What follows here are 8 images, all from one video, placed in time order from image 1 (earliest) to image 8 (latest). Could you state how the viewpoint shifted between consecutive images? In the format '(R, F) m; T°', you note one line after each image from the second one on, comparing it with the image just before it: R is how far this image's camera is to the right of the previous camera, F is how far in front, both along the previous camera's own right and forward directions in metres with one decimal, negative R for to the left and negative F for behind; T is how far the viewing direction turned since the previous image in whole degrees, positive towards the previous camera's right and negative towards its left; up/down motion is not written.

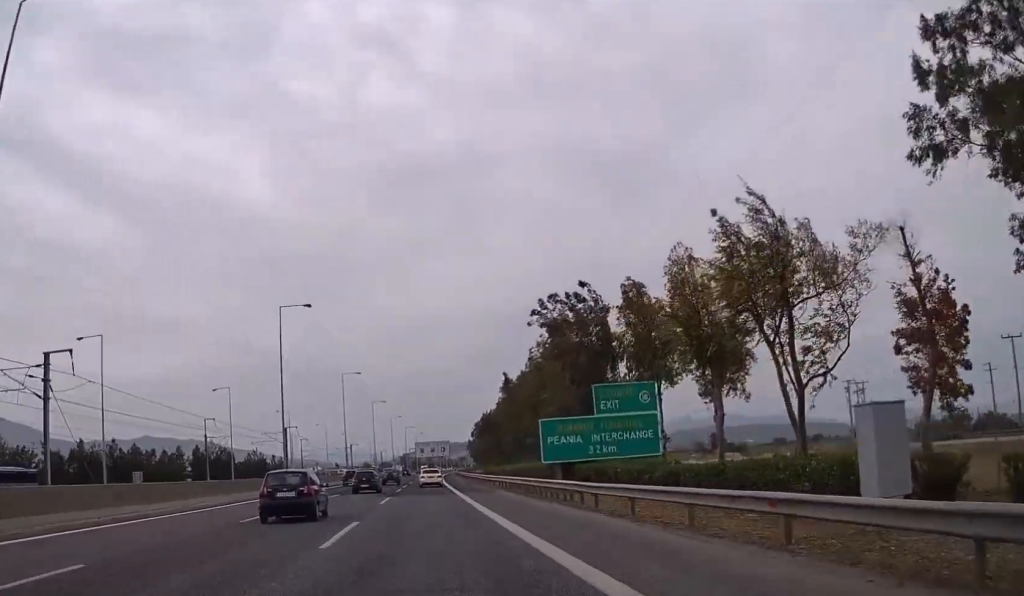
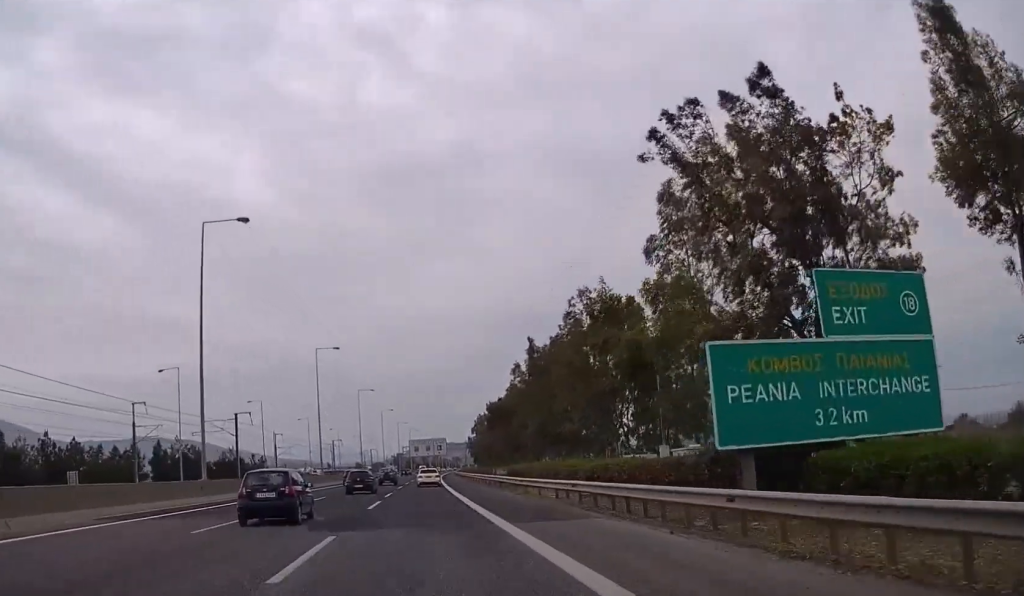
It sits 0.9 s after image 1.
(+0.1, +22.5) m; 0°
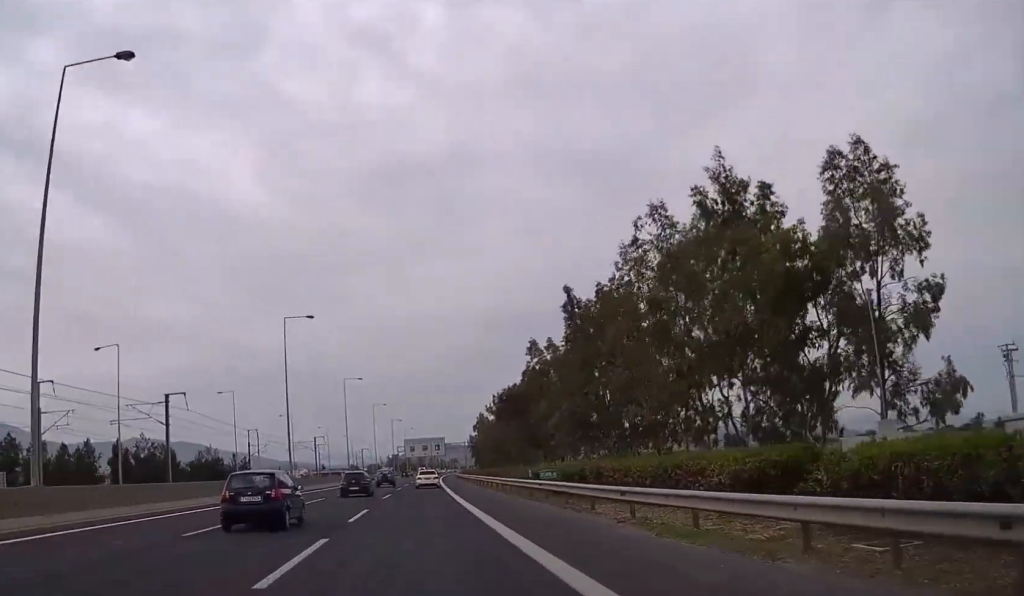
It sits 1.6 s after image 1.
(0.0, +18.3) m; 0°
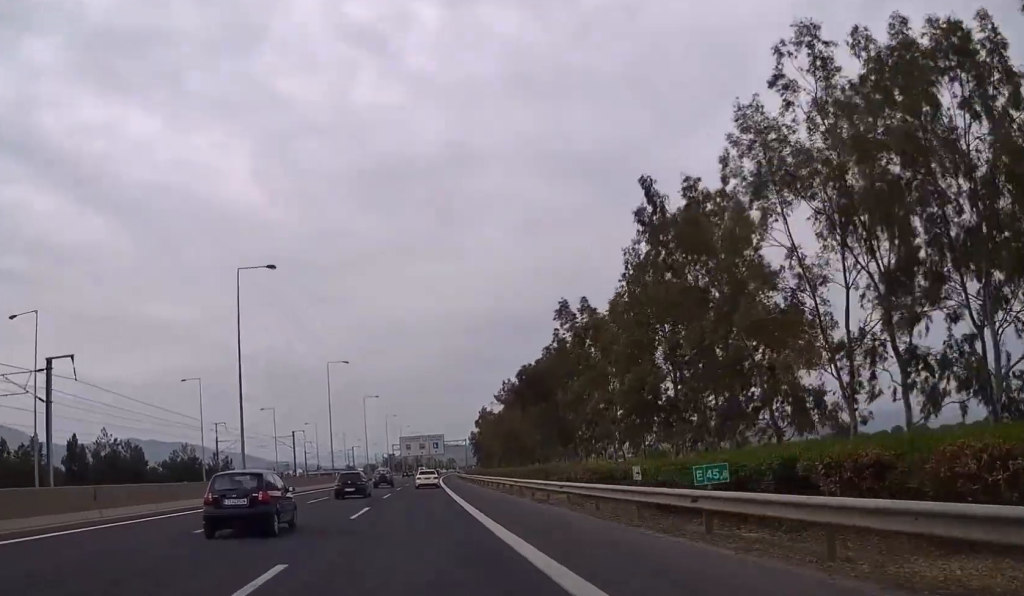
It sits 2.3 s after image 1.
(0.0, +16.8) m; 0°
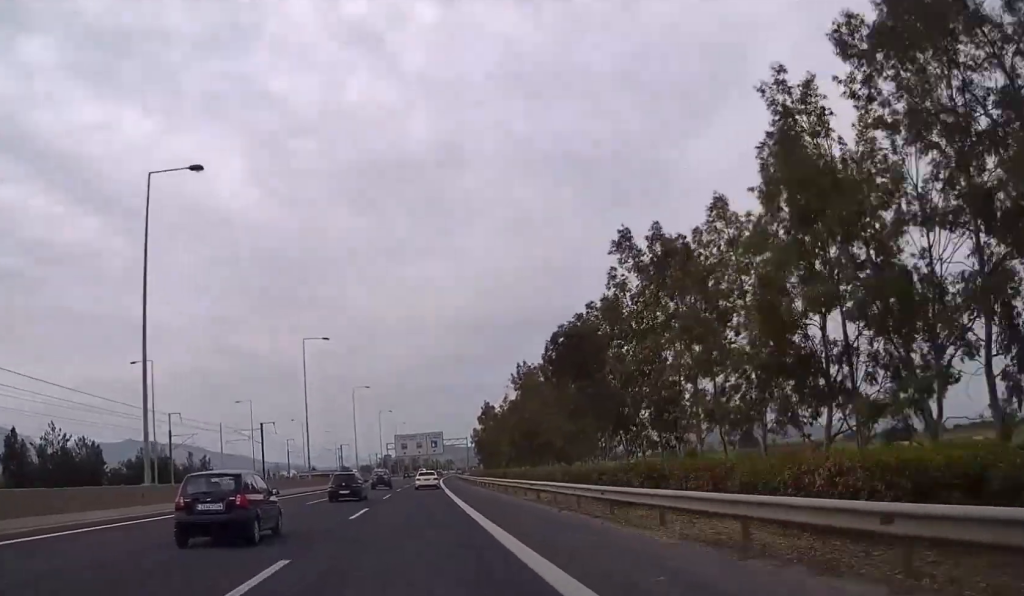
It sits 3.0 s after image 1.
(+0.1, +17.7) m; 0°
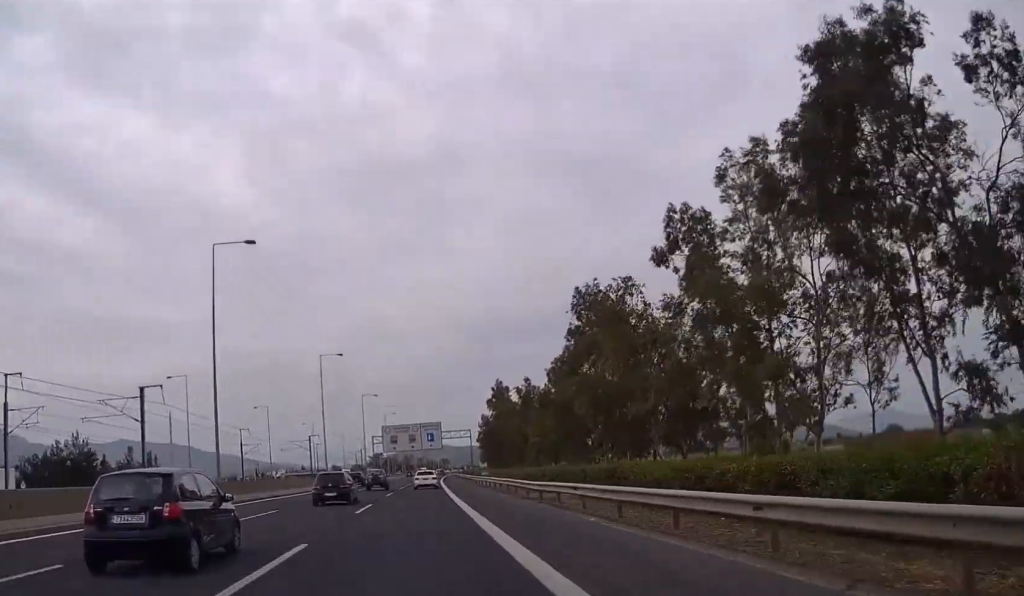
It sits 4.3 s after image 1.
(+0.2, +33.0) m; +1°
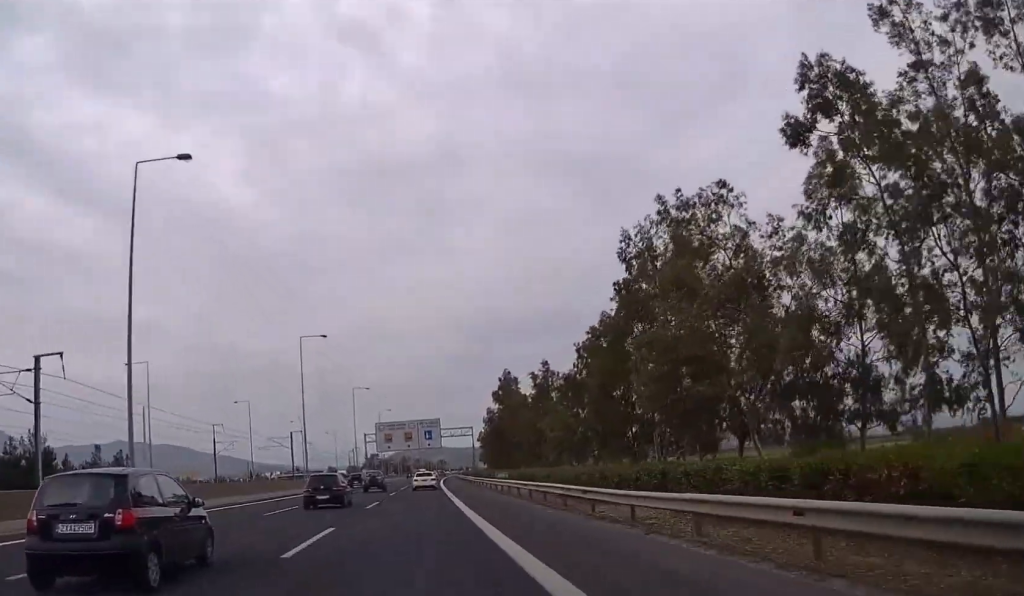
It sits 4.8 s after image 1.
(0.0, +13.6) m; 0°
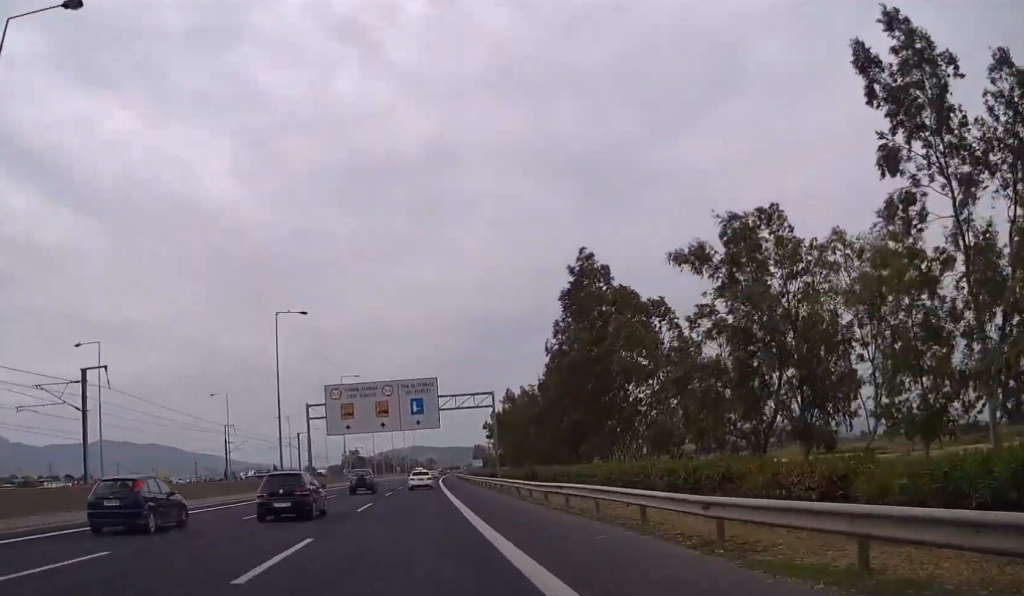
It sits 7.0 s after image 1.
(+0.2, +56.7) m; +1°
